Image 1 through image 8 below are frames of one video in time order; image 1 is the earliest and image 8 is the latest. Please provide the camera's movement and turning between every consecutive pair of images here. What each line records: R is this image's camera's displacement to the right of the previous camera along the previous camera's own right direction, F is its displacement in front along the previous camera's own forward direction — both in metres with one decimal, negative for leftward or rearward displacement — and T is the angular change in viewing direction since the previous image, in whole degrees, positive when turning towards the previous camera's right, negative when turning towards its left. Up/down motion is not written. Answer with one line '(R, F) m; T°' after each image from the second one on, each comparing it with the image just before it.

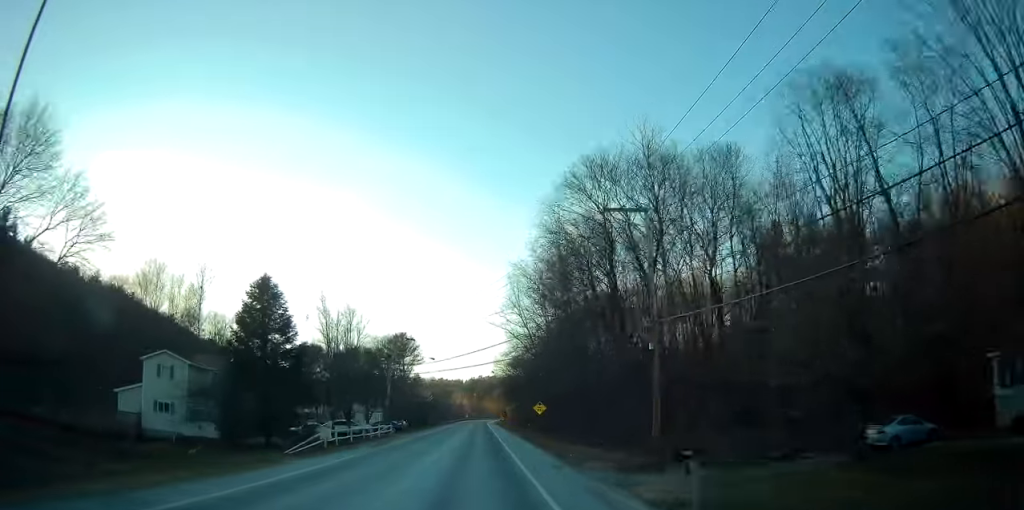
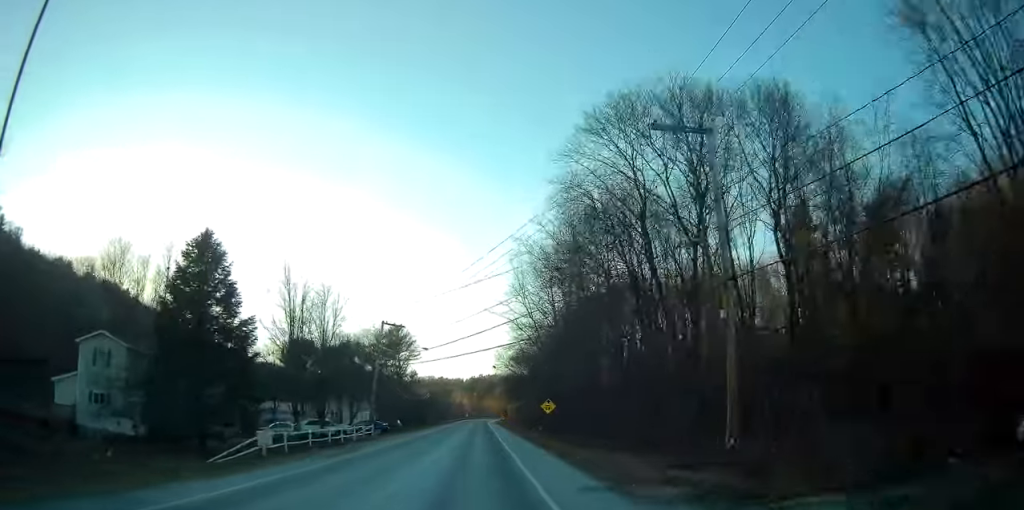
(+0.1, +9.2) m; 0°
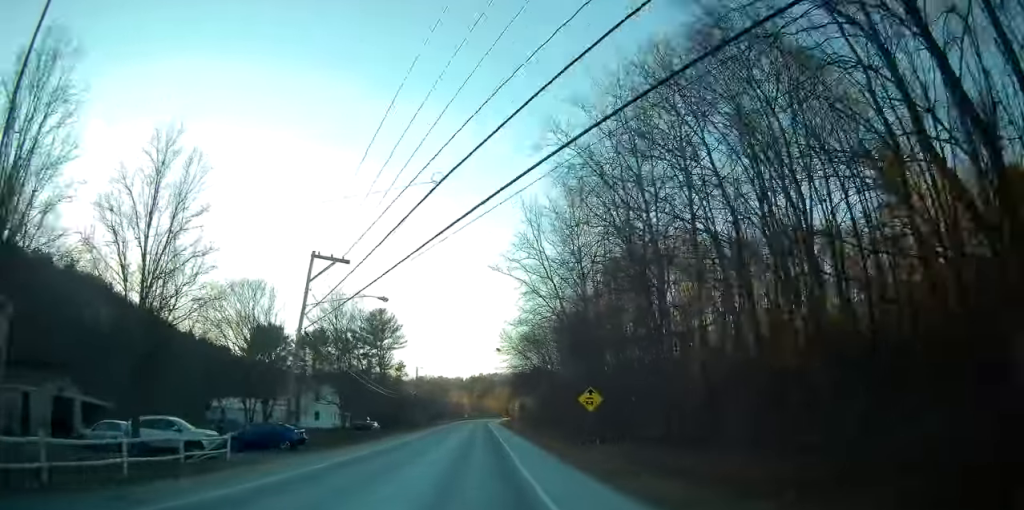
(+0.1, +25.3) m; 0°
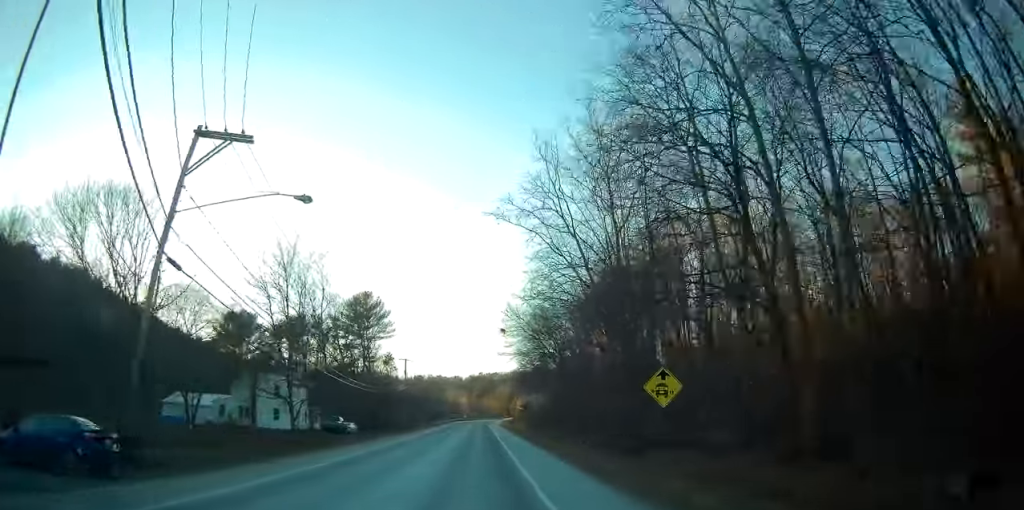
(-0.1, +16.2) m; 0°
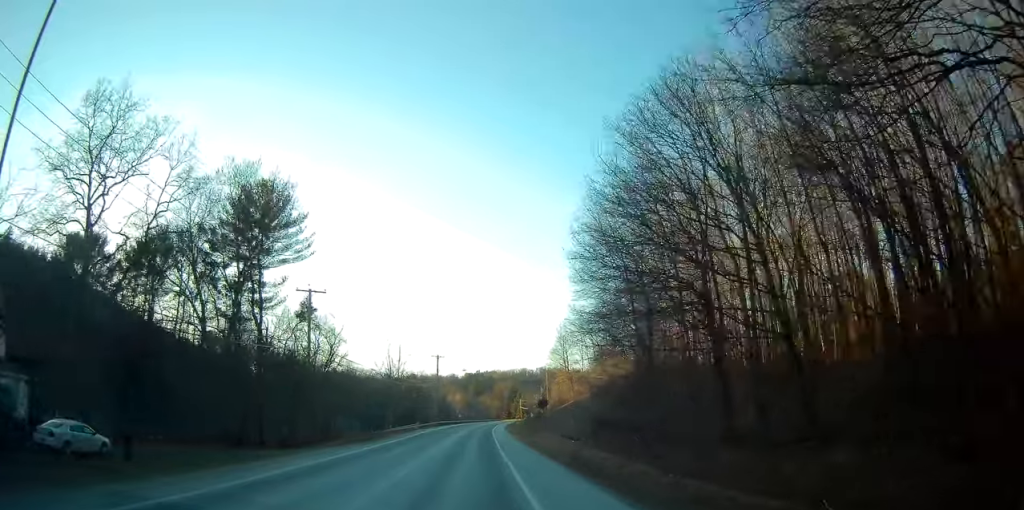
(-0.1, +52.8) m; +1°
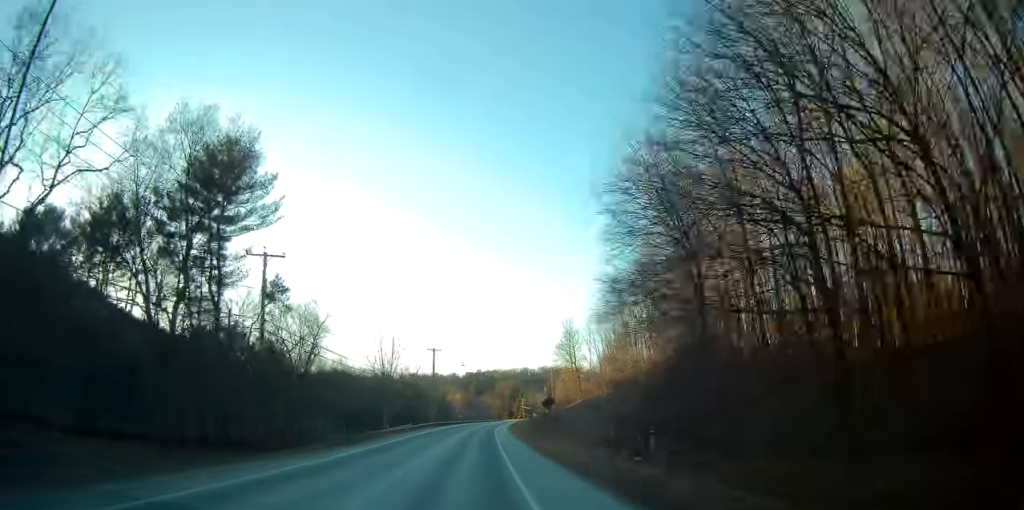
(+0.2, +9.9) m; 0°
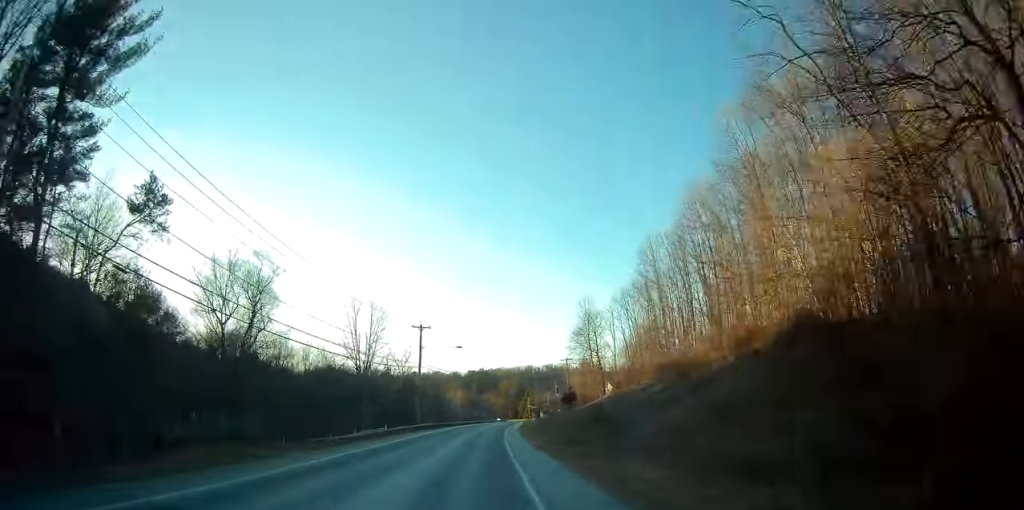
(+0.2, +23.2) m; 0°
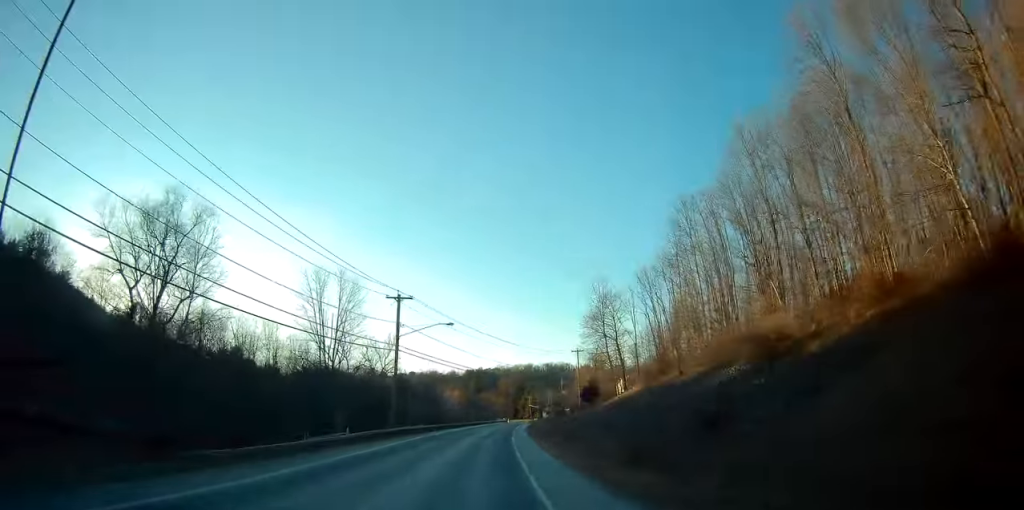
(-0.2, +17.4) m; 0°
